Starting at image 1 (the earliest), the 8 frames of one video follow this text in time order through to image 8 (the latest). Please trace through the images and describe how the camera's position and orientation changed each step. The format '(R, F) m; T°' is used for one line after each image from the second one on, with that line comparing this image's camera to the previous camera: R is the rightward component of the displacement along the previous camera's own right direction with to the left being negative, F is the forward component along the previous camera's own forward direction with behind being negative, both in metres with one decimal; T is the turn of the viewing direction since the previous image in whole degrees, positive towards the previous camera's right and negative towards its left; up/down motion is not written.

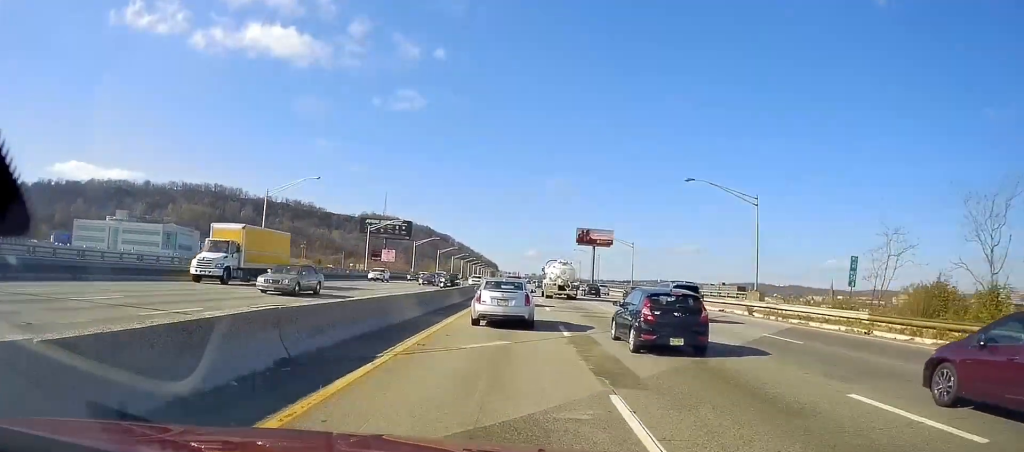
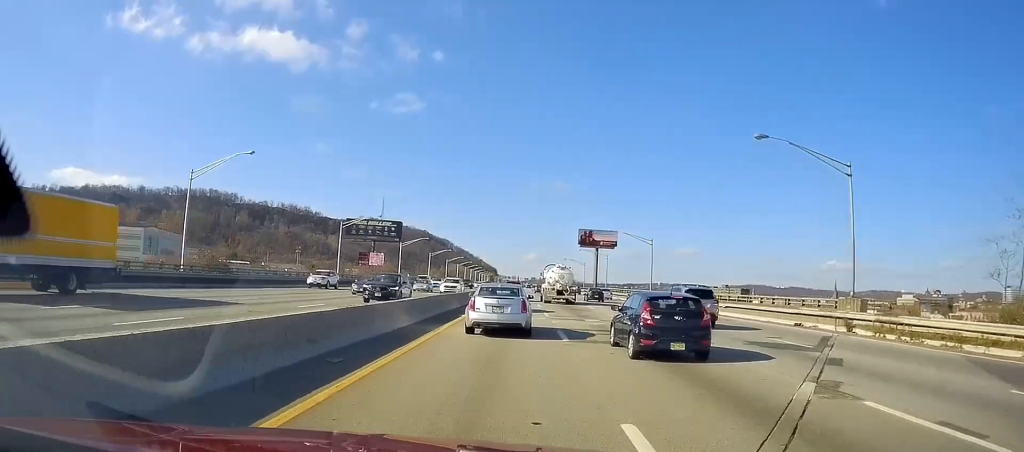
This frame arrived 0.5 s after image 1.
(-0.2, +13.0) m; 0°
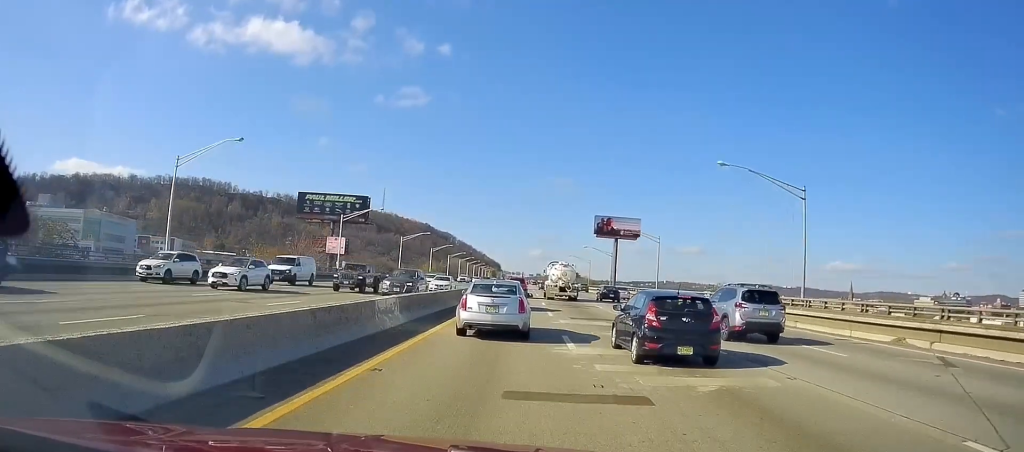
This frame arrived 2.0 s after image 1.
(+0.4, +39.4) m; 0°
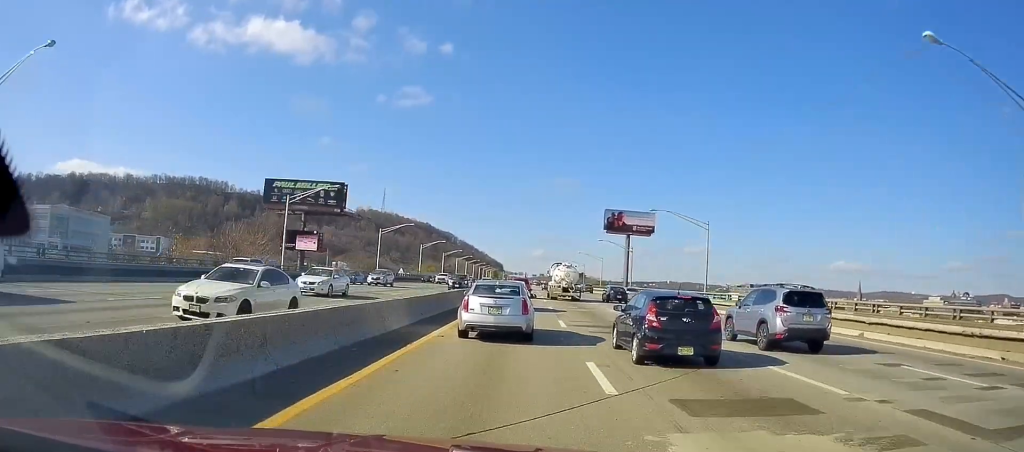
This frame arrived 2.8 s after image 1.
(-0.2, +18.5) m; -1°
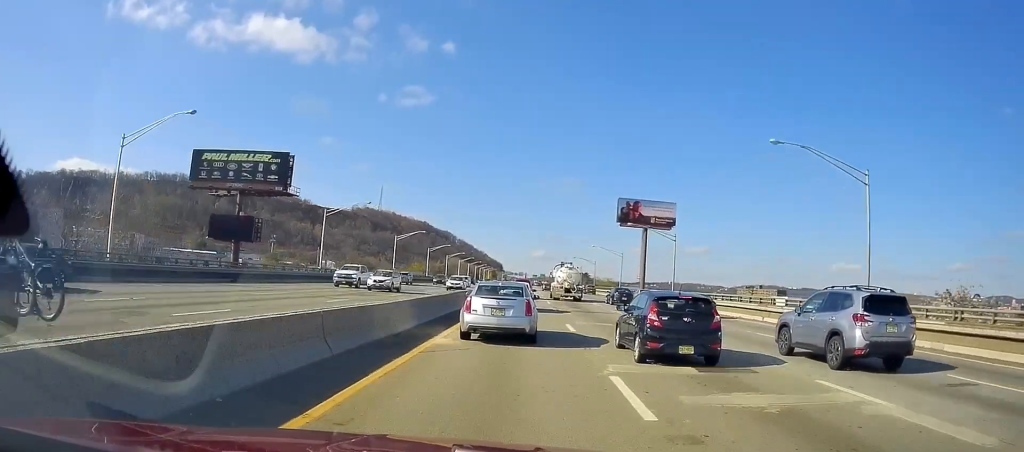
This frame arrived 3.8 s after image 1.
(-0.1, +26.1) m; 0°
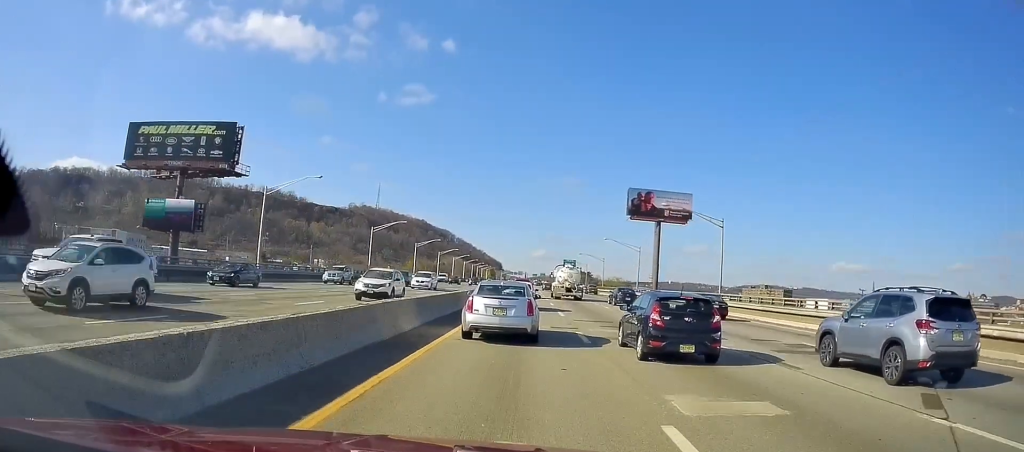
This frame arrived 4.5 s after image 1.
(+0.1, +15.7) m; 0°
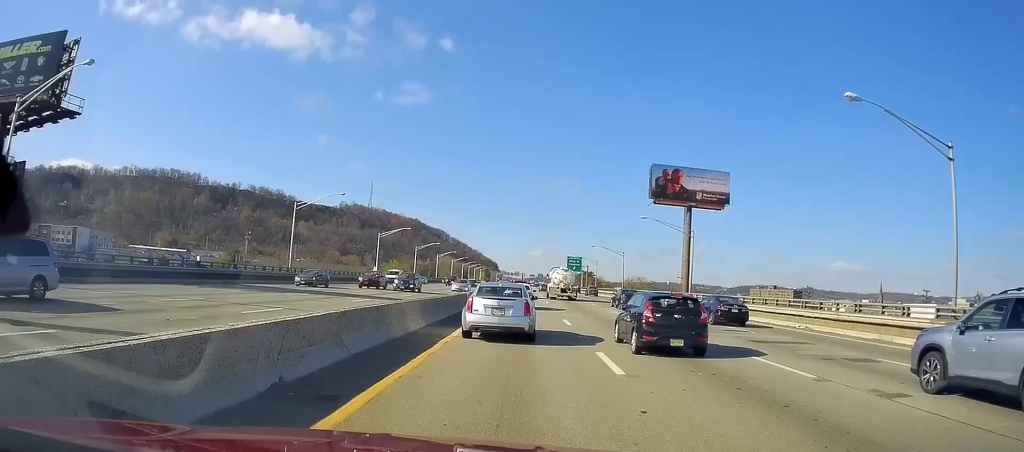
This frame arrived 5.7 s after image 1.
(0.0, +28.9) m; 0°
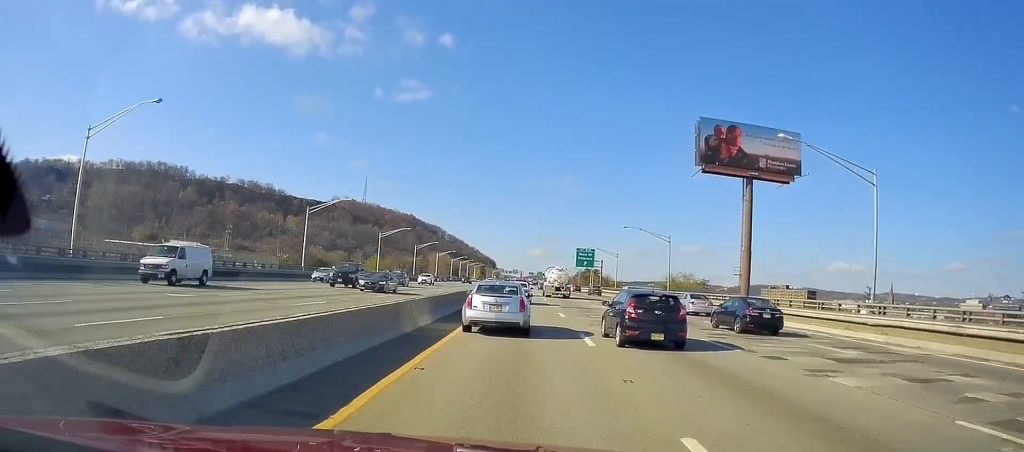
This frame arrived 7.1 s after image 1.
(-0.4, +31.3) m; -1°
